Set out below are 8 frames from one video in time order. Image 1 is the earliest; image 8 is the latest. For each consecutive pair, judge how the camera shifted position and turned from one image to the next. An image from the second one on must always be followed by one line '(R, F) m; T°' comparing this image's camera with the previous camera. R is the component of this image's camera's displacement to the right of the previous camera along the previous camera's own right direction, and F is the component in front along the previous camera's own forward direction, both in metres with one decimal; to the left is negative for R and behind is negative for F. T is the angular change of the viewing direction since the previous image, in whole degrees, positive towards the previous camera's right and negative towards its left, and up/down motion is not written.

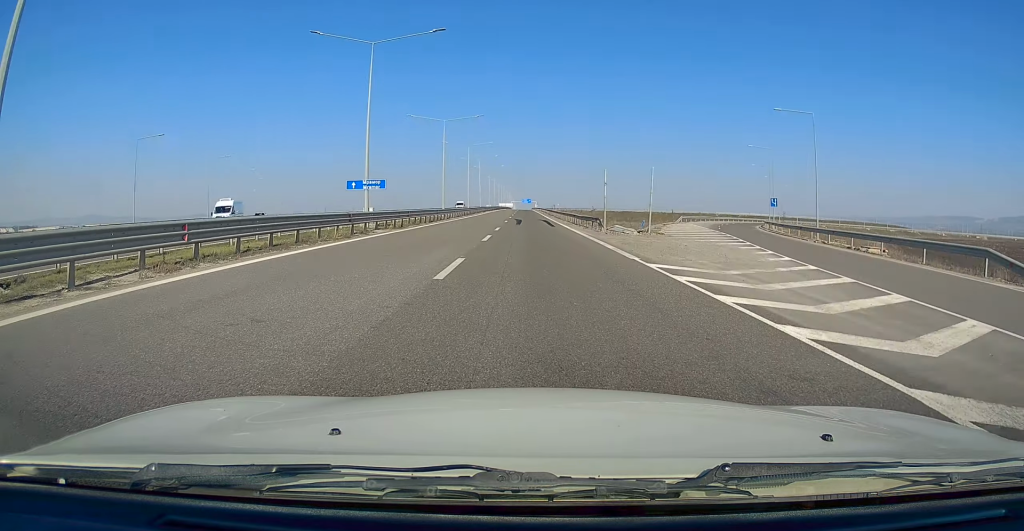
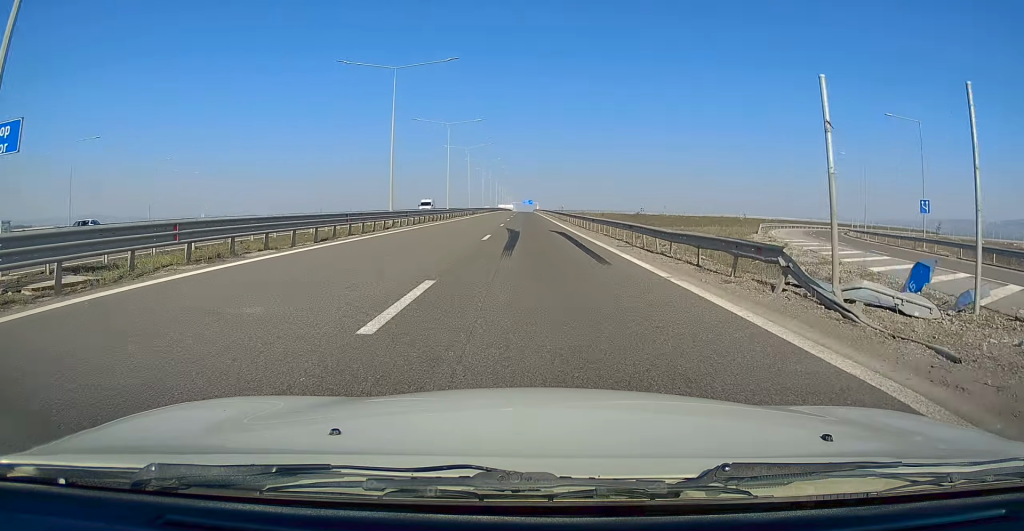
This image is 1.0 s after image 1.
(-0.1, +24.2) m; 0°
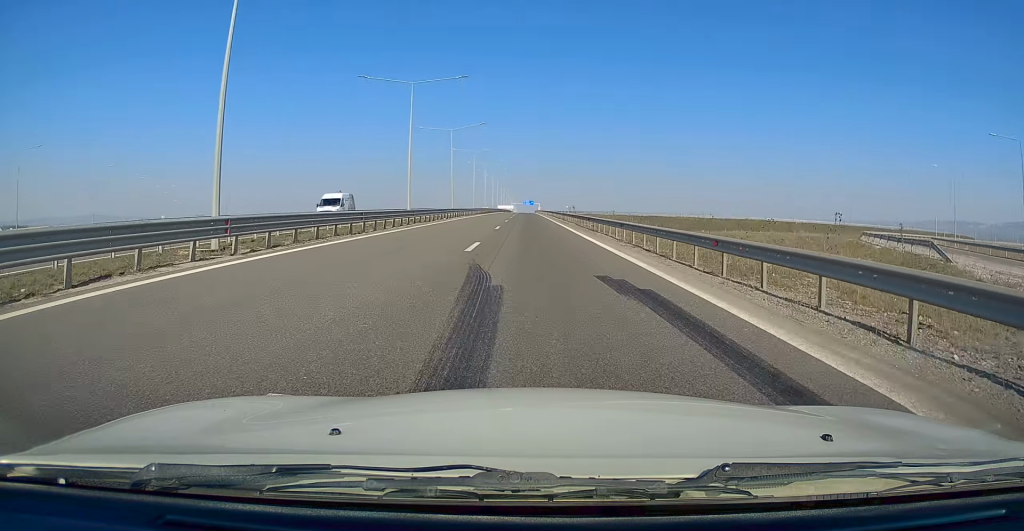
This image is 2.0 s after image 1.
(0.0, +21.7) m; 0°
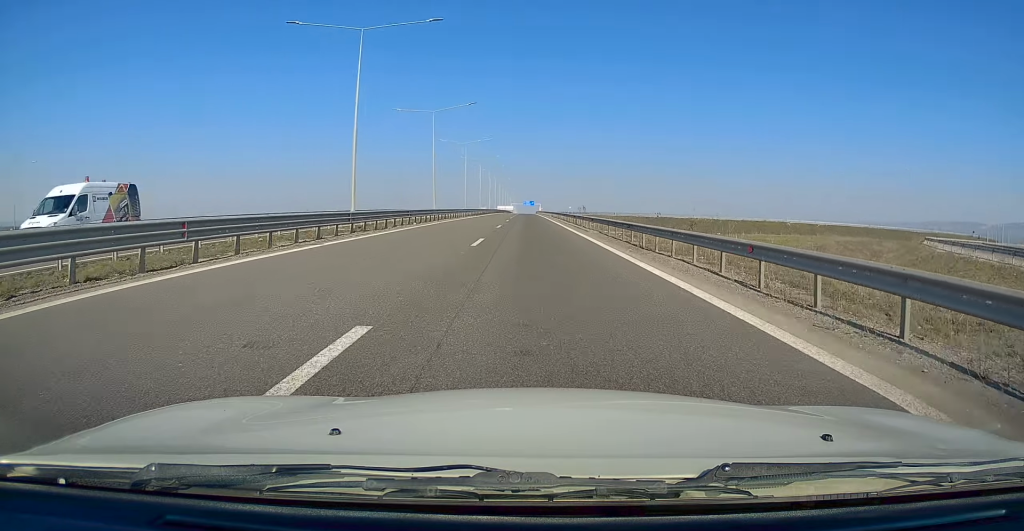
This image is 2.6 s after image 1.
(0.0, +13.9) m; 0°
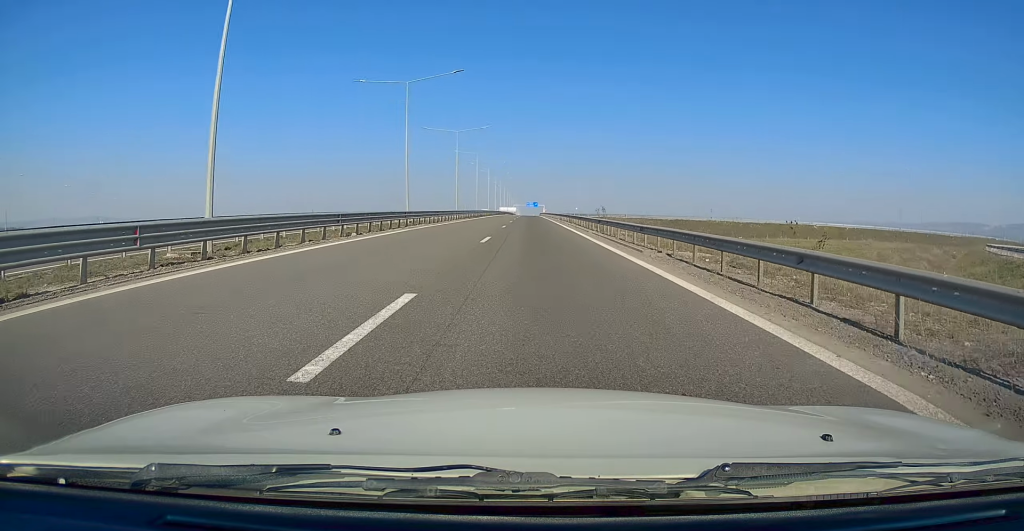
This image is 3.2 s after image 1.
(+0.1, +13.8) m; 0°
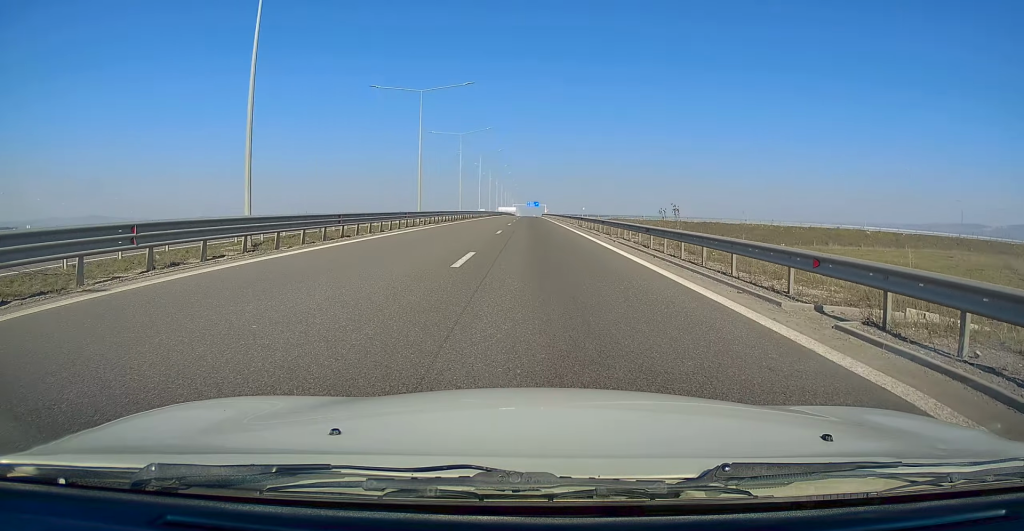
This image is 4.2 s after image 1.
(0.0, +24.3) m; -1°
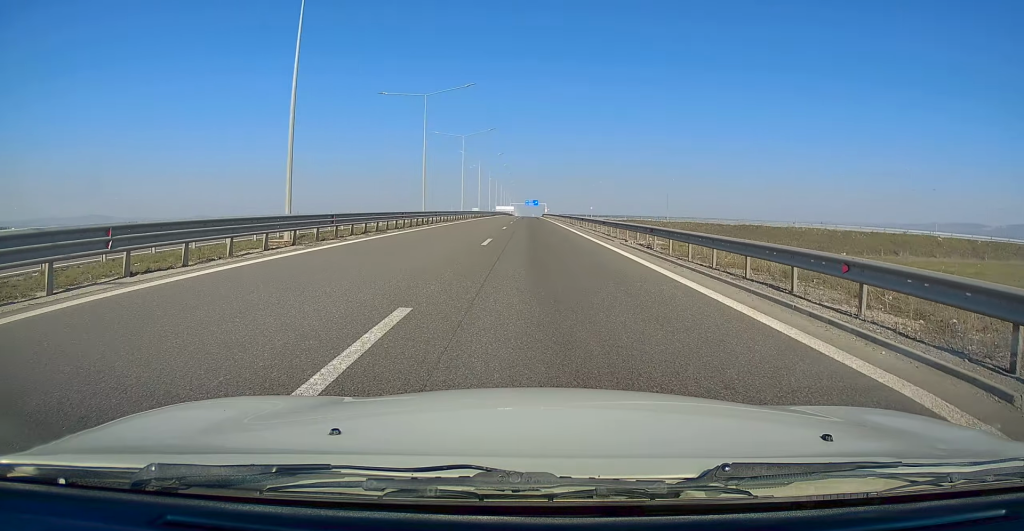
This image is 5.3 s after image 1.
(-0.3, +24.7) m; 0°
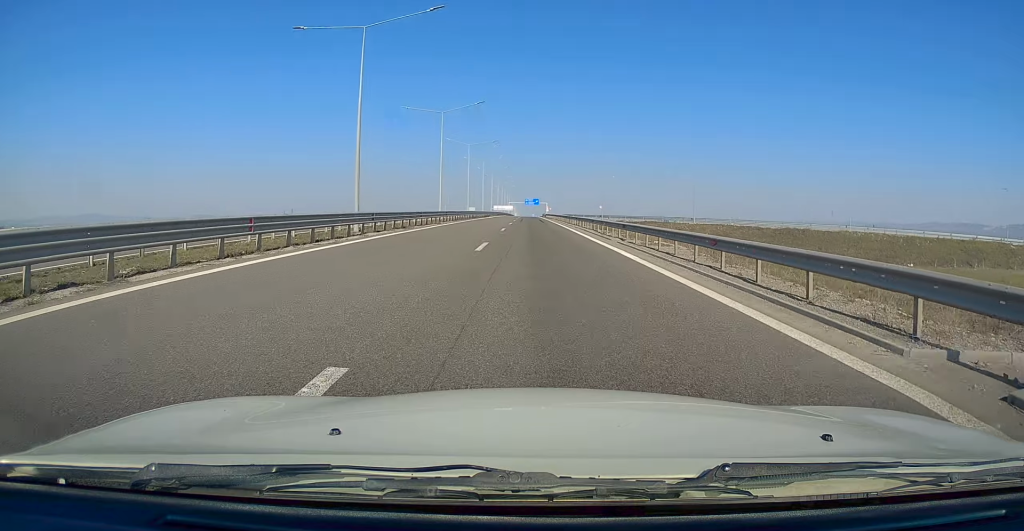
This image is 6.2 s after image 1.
(+0.3, +18.5) m; 0°
